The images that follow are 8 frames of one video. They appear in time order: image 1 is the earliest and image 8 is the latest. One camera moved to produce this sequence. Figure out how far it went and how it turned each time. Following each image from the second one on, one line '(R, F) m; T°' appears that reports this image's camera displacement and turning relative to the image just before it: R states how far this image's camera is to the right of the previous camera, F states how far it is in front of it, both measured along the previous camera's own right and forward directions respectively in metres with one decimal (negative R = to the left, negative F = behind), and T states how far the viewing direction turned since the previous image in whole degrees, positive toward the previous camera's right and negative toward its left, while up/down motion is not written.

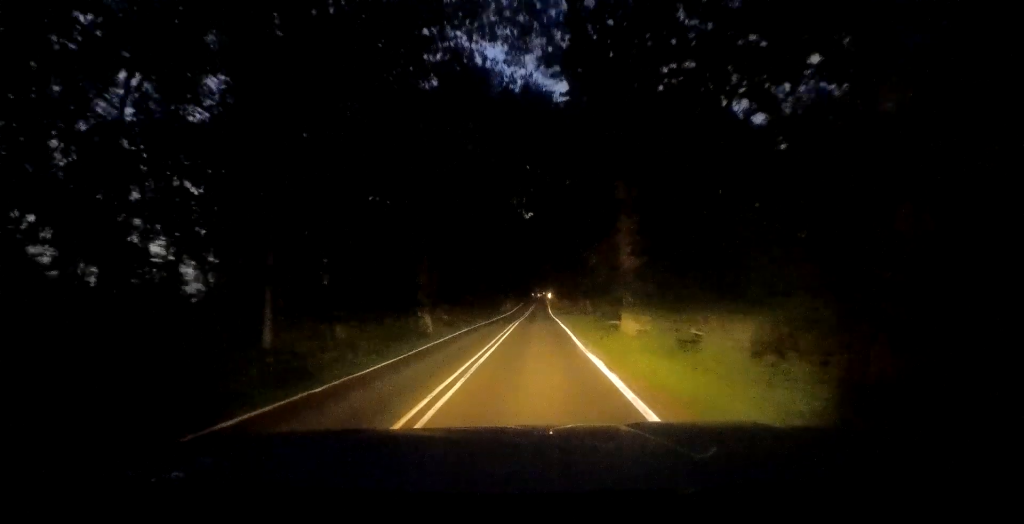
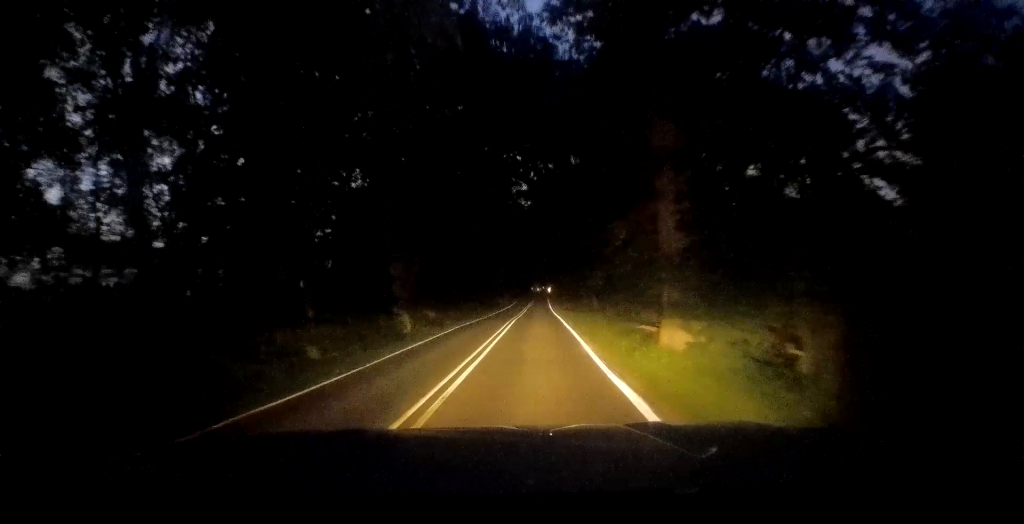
(0.0, +5.7) m; 0°
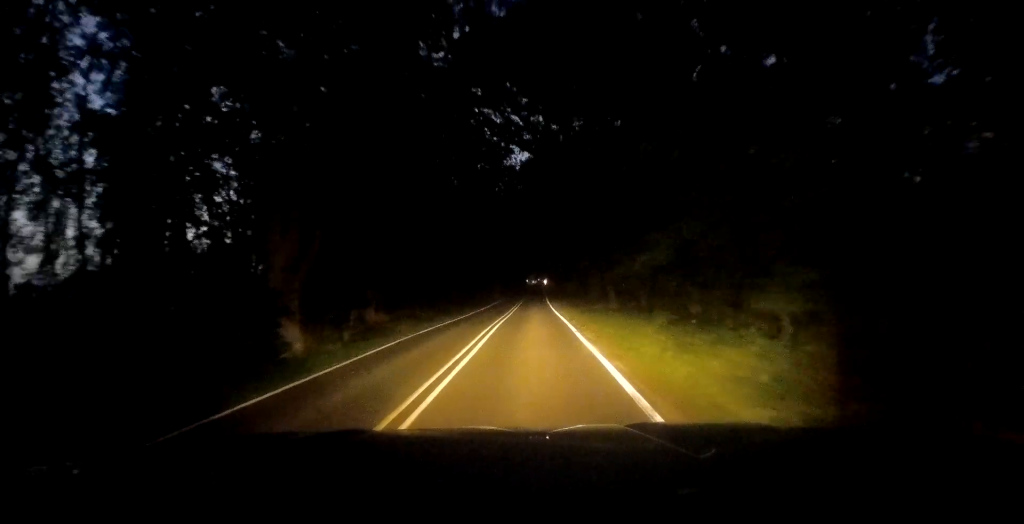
(0.0, +13.0) m; -2°
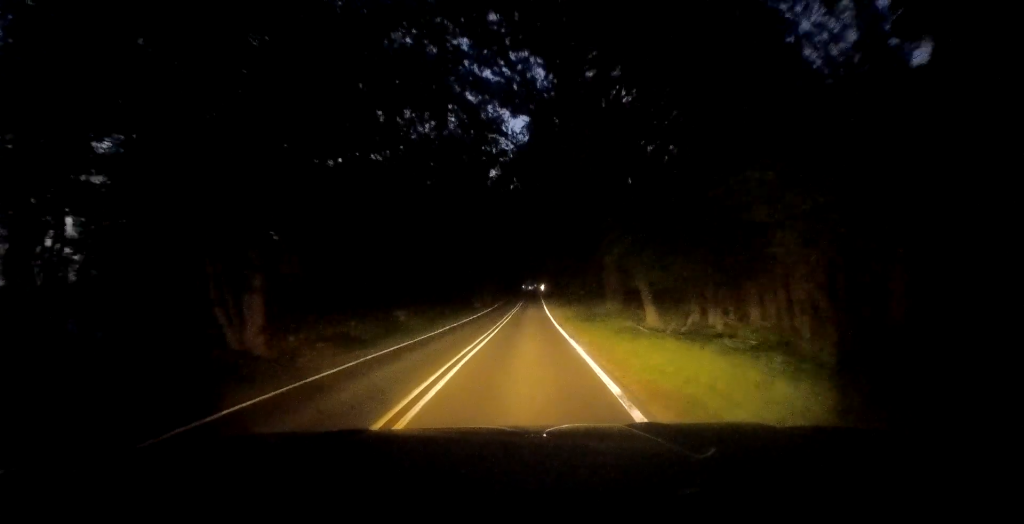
(-0.4, +12.1) m; 0°
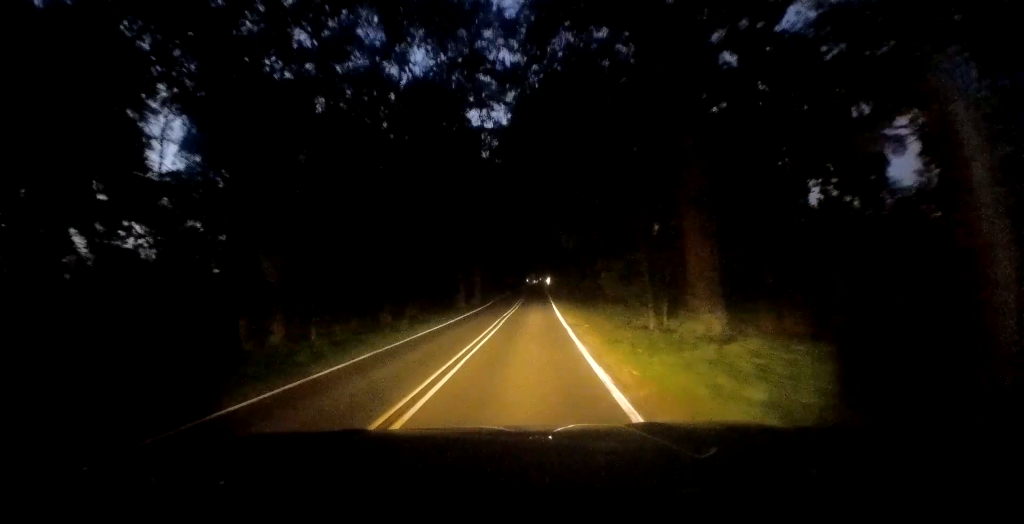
(+0.2, +18.1) m; 0°
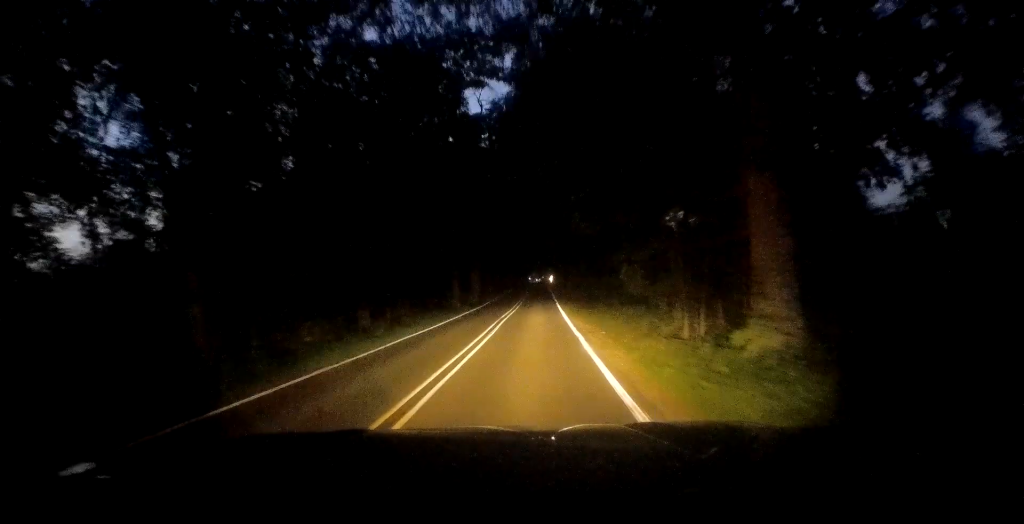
(-0.2, +4.7) m; 0°
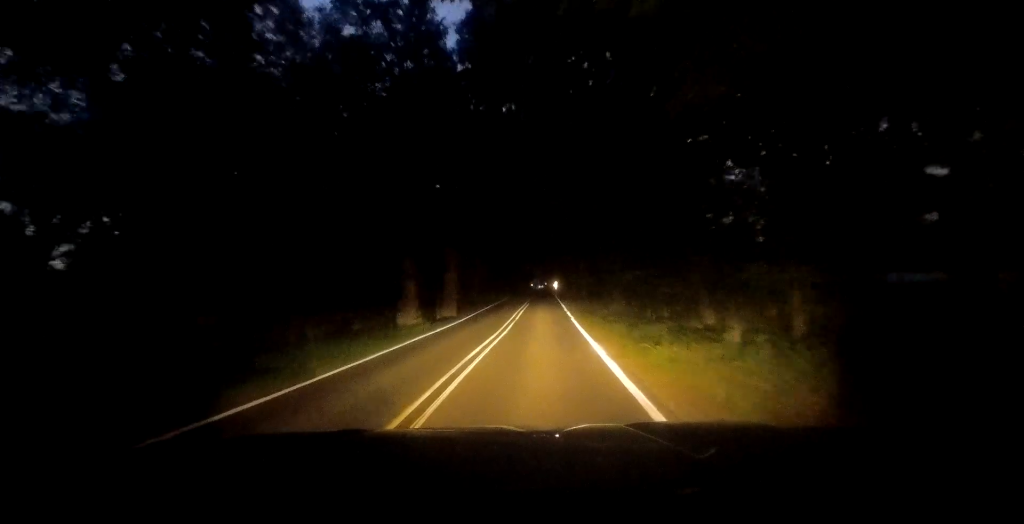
(+0.5, +16.8) m; +2°
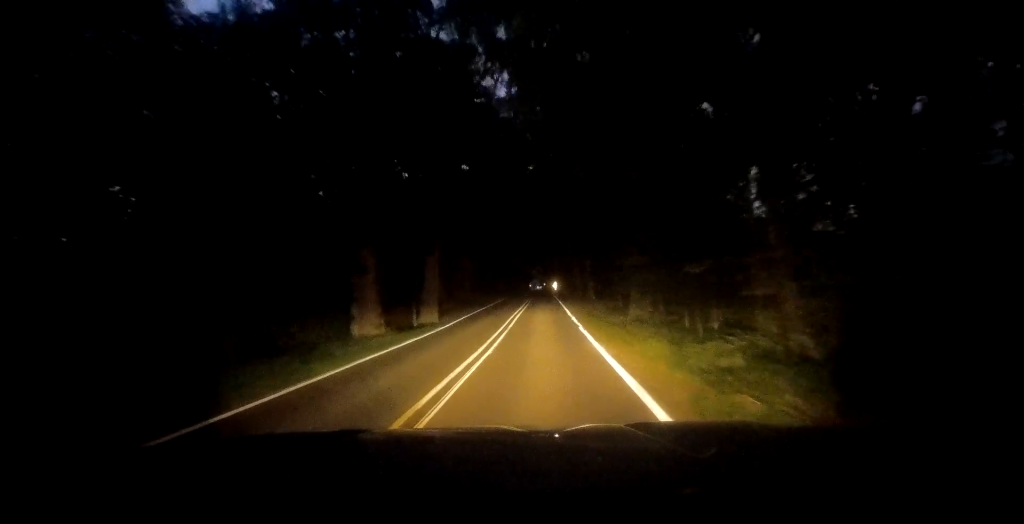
(0.0, +6.5) m; -1°
